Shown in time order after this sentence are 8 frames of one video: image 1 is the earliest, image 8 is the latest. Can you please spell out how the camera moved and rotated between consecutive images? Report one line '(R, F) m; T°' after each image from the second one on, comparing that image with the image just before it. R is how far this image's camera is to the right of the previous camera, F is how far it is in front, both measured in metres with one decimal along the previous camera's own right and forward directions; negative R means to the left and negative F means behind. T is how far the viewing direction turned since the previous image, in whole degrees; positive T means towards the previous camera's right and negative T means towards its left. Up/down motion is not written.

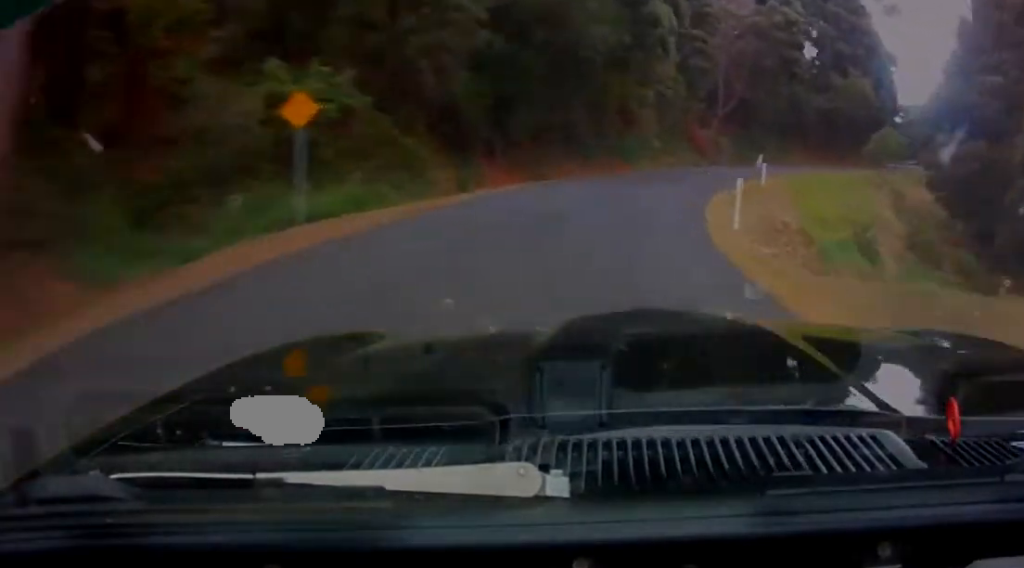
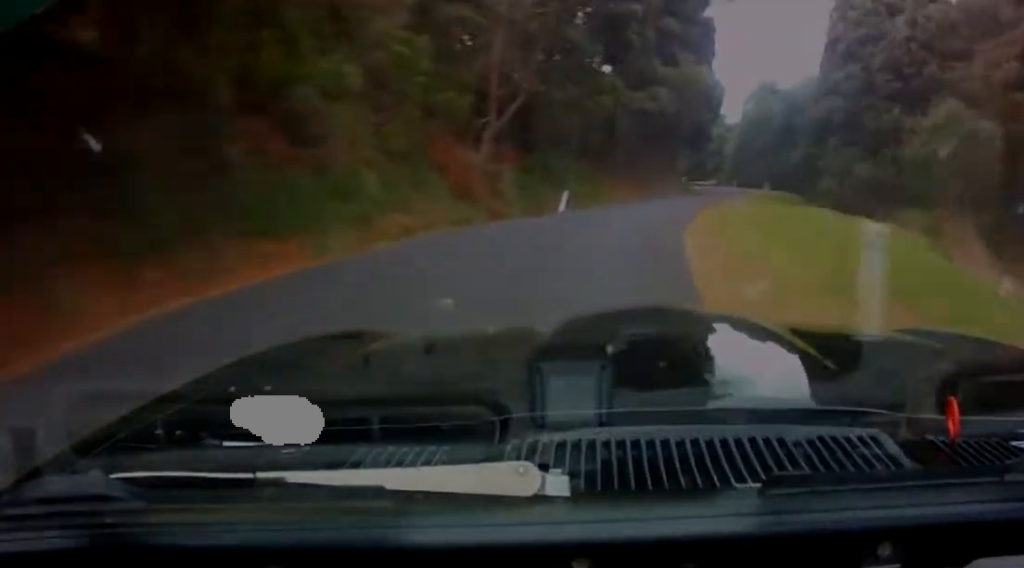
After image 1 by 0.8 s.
(+1.2, +25.4) m; +11°
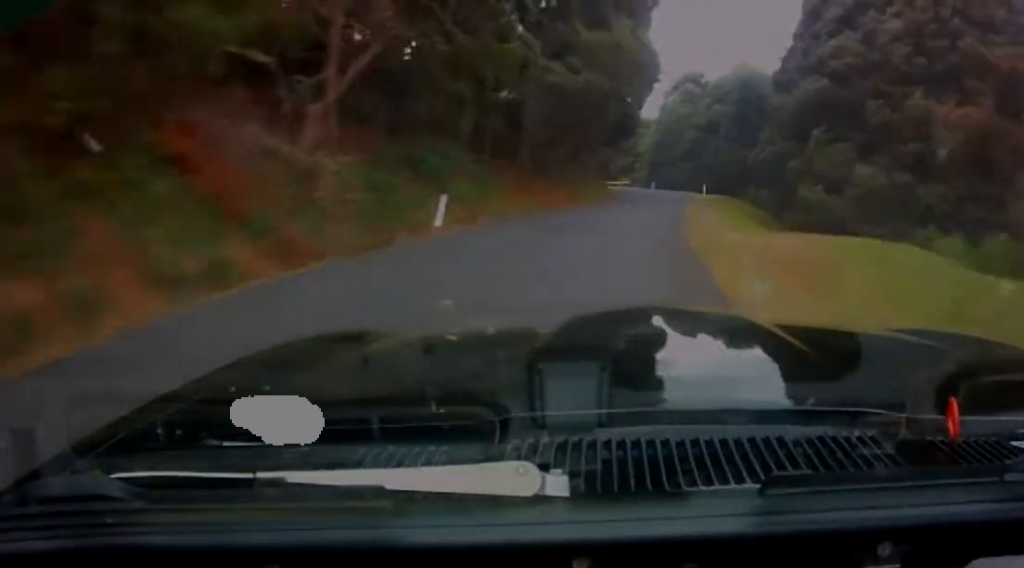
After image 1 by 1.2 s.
(+1.7, +12.3) m; +5°
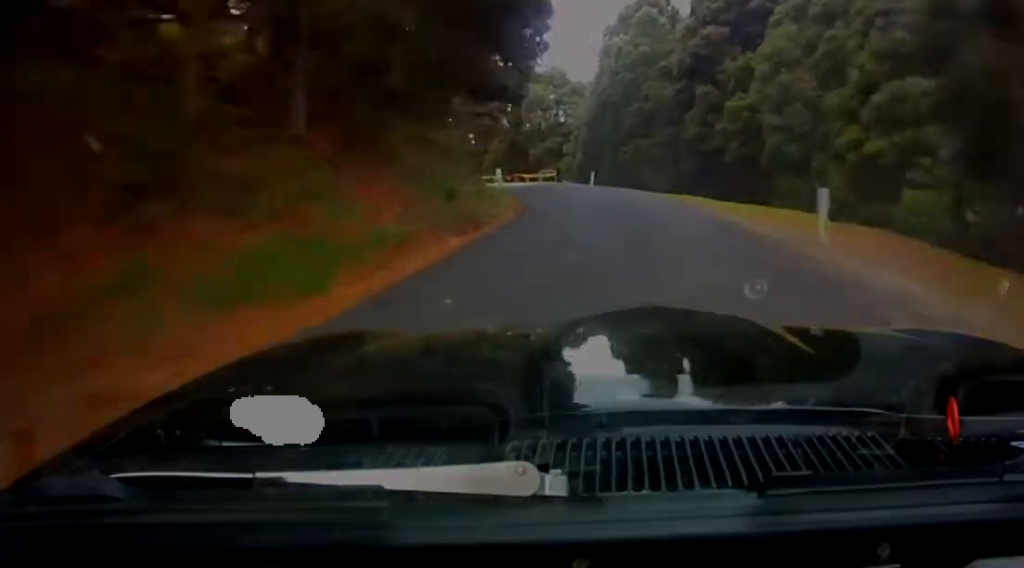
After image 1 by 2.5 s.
(+5.4, +38.9) m; +10°
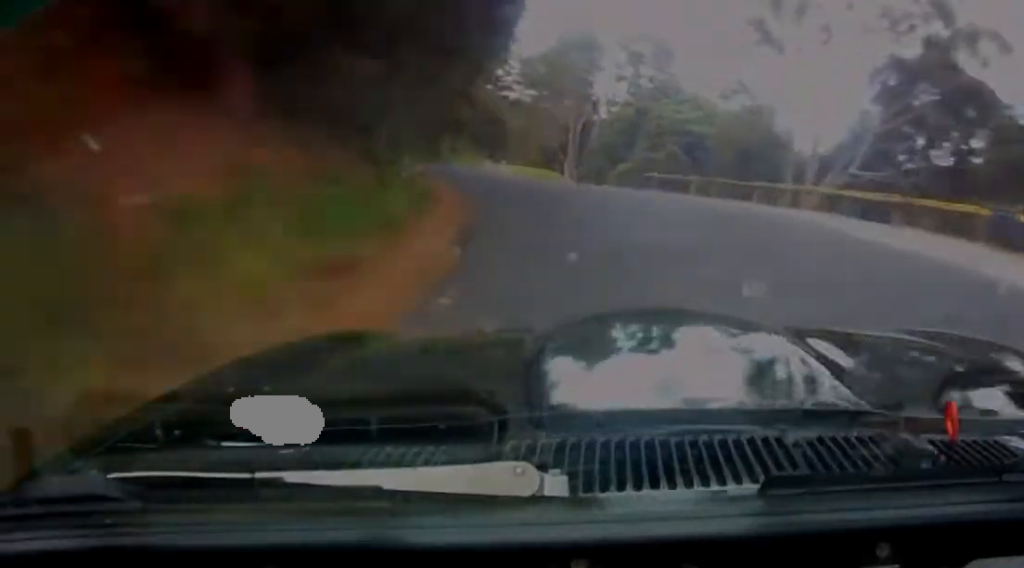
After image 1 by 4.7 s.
(-1.7, +69.5) m; -10°
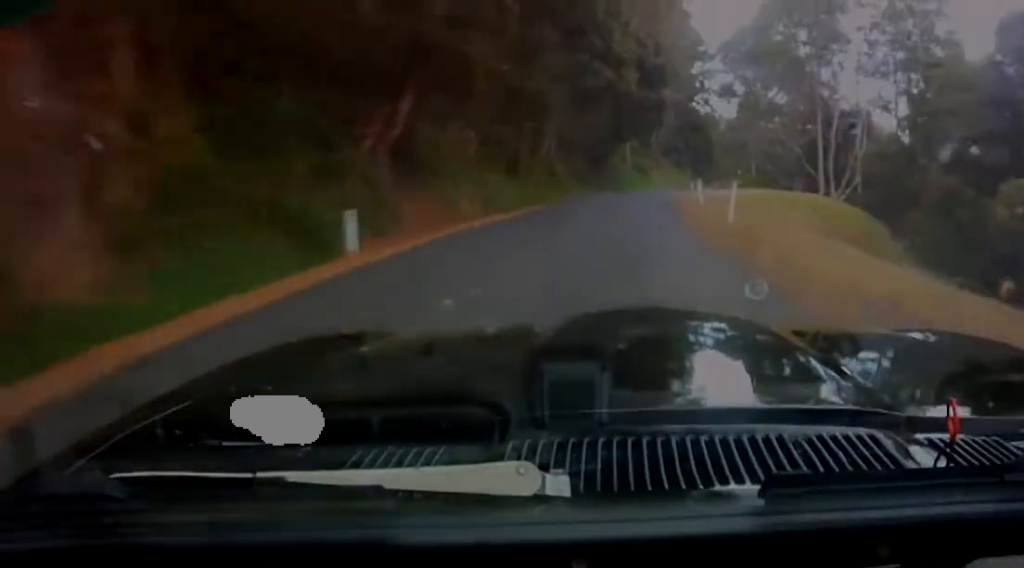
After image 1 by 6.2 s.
(-8.0, +46.5) m; -18°
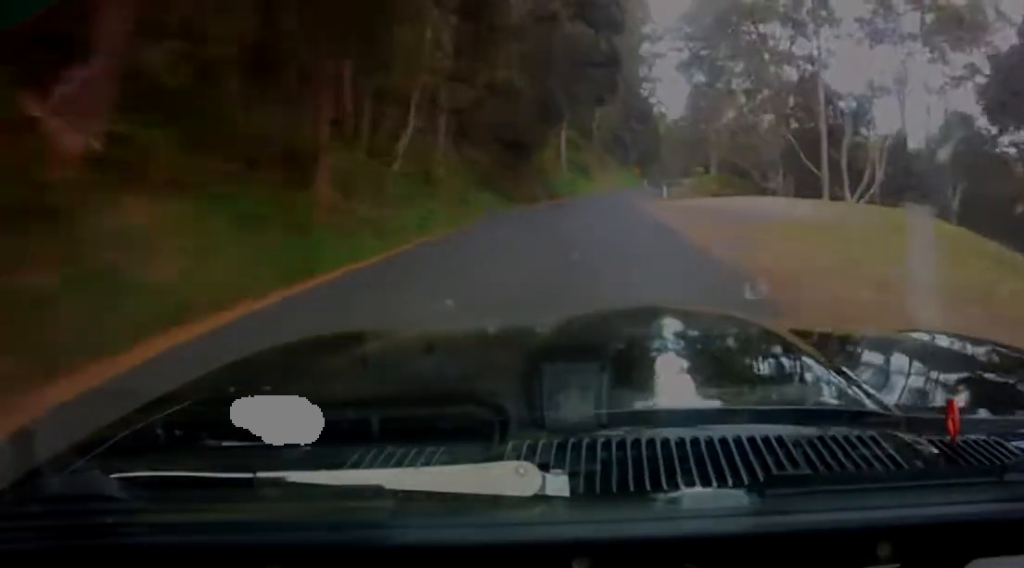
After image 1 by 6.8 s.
(-1.9, +21.1) m; -5°
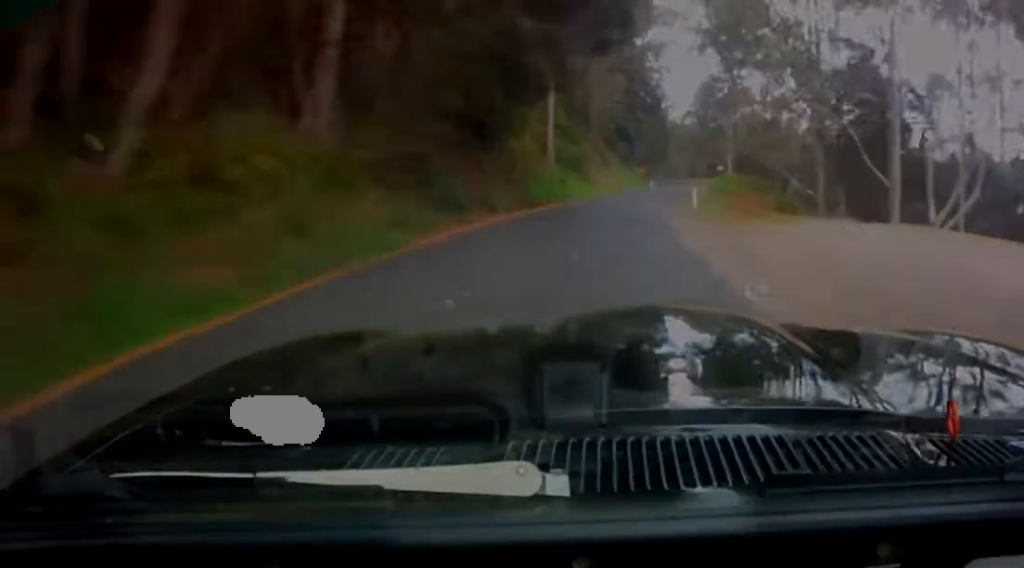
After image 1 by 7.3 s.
(0.0, +15.8) m; +1°
